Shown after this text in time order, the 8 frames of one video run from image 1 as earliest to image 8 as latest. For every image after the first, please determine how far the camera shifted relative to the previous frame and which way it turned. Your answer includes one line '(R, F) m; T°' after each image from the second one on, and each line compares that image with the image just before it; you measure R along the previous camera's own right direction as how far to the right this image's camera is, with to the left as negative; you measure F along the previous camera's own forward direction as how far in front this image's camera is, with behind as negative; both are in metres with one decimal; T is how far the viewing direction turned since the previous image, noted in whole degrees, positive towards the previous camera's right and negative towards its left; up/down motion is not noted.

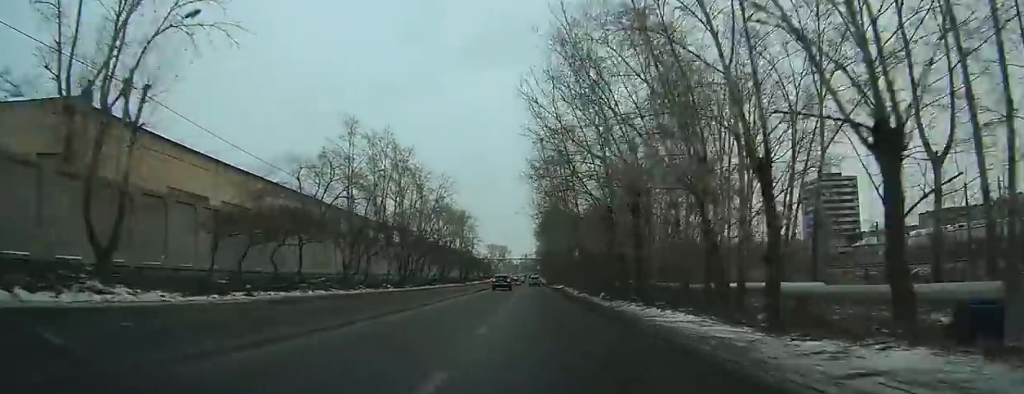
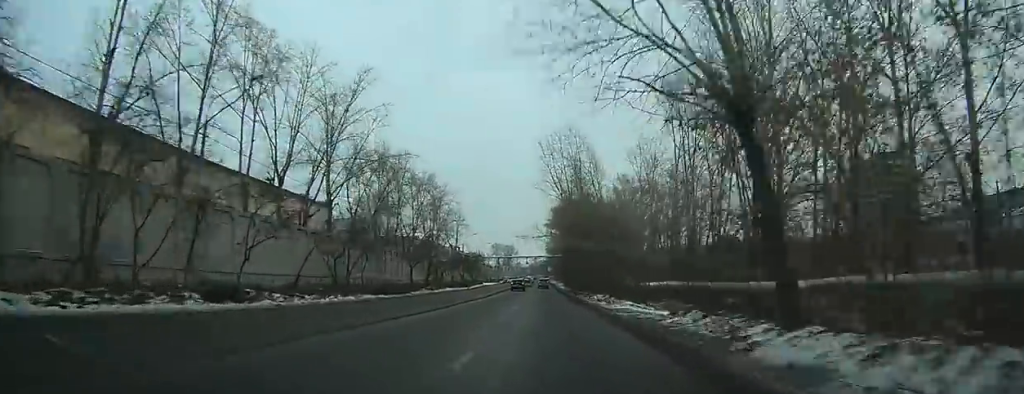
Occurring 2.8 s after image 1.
(+0.9, +53.2) m; +2°
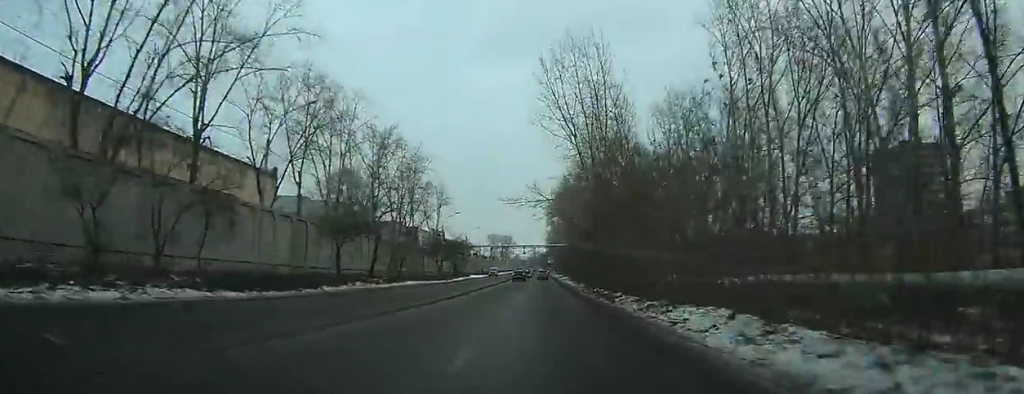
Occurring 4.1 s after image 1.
(+0.3, +23.9) m; +1°
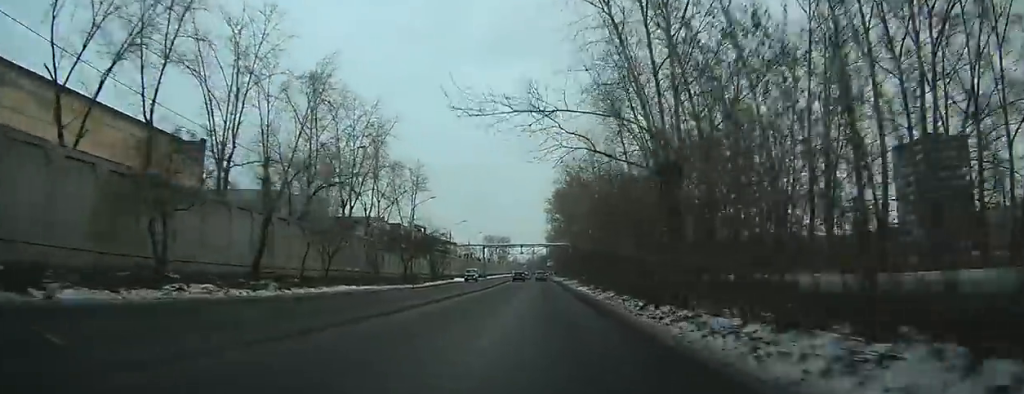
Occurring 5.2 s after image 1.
(0.0, +20.8) m; -1°
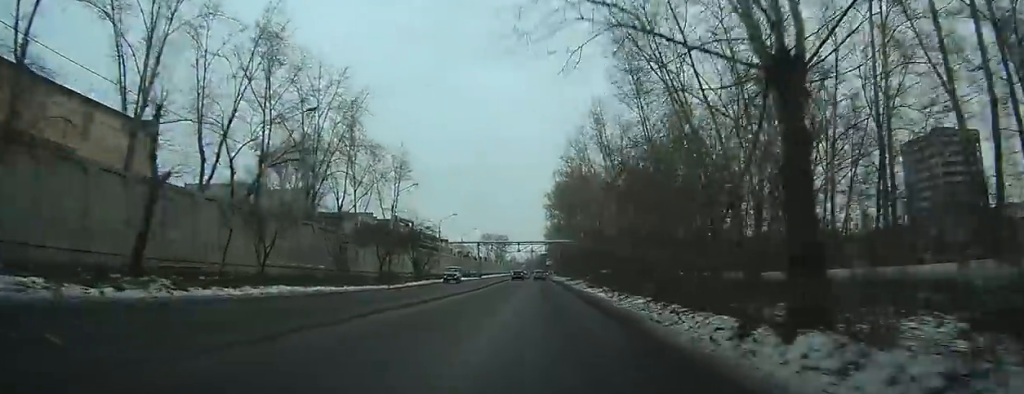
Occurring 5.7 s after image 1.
(-0.1, +9.4) m; 0°
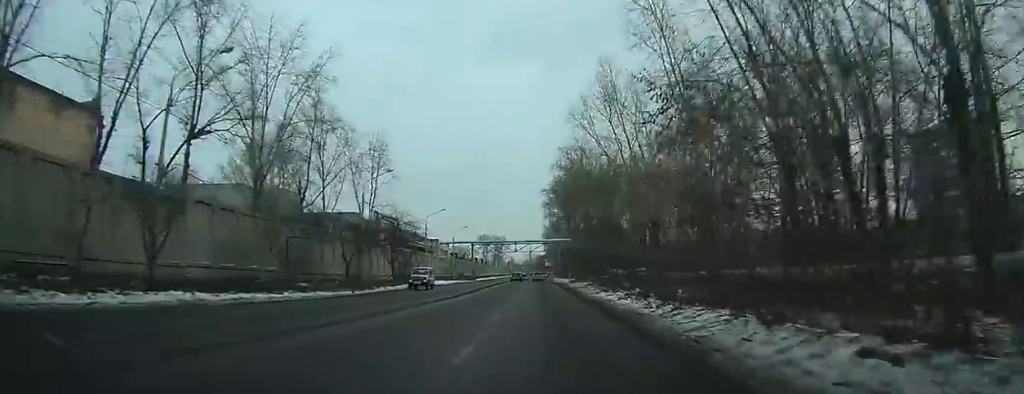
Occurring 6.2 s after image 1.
(0.0, +9.4) m; 0°
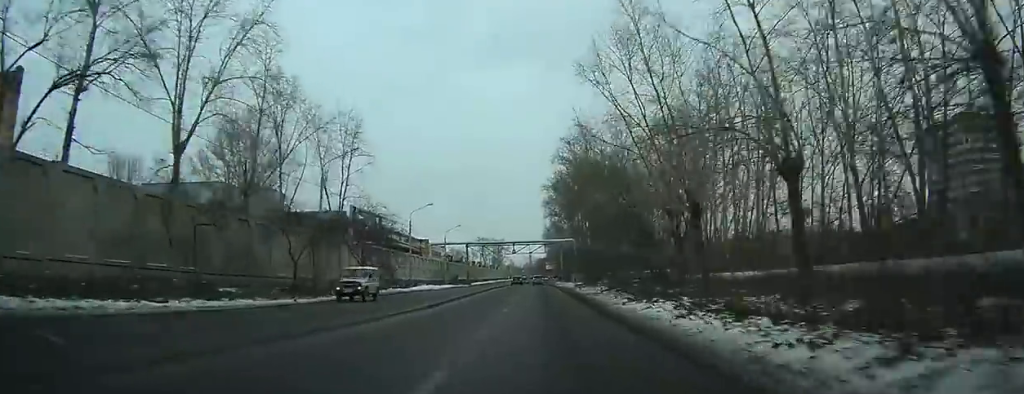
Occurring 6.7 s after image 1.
(0.0, +10.0) m; 0°
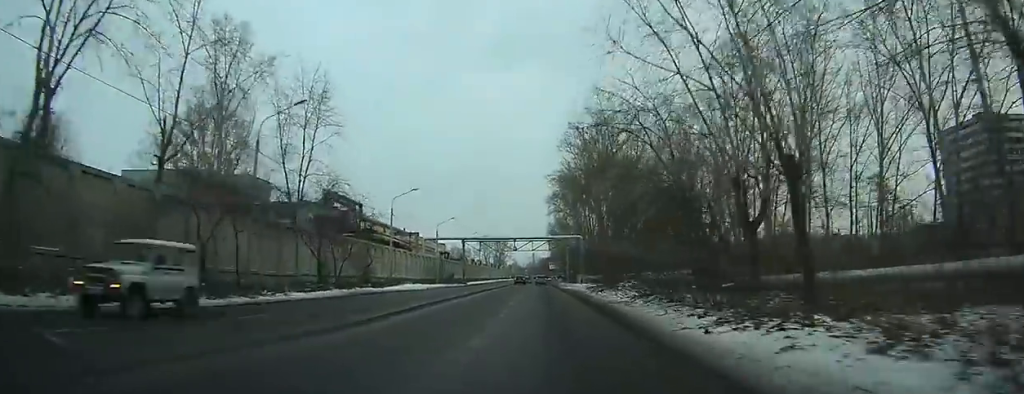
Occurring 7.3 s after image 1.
(0.0, +10.6) m; 0°
